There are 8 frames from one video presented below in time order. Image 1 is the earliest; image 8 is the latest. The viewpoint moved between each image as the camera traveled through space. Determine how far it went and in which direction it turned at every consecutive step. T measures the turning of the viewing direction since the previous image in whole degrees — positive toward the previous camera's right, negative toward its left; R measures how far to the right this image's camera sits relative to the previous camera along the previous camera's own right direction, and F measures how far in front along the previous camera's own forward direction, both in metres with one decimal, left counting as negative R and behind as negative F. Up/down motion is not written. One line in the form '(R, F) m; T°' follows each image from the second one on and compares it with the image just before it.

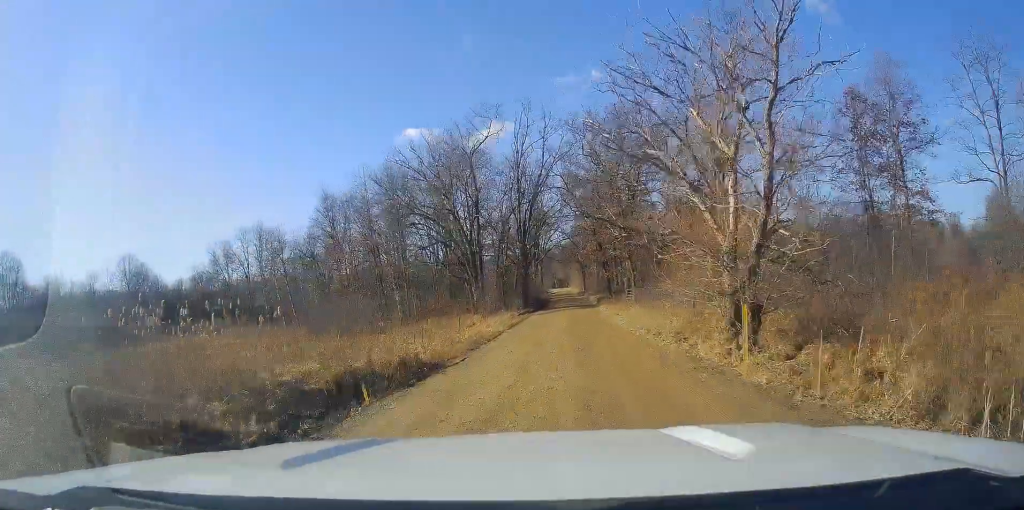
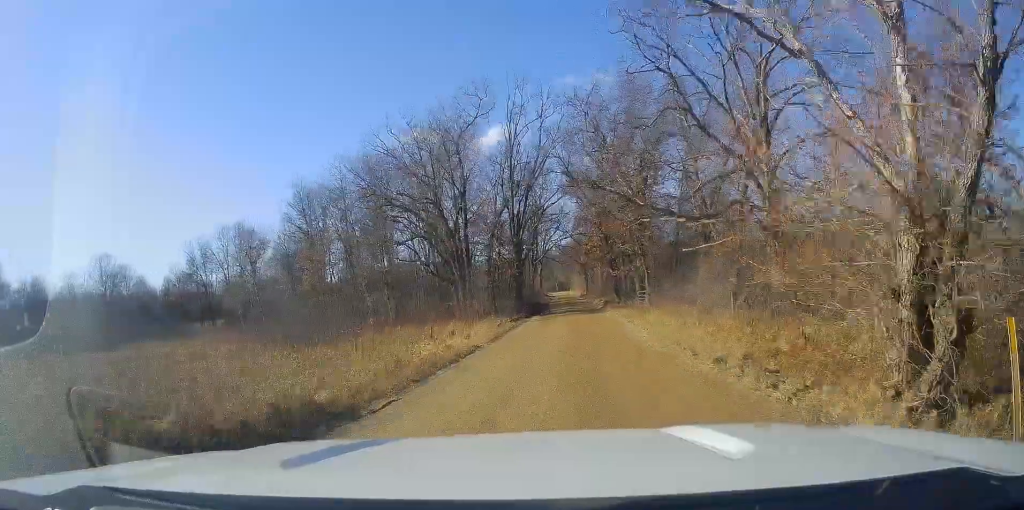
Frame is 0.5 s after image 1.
(+0.2, +8.5) m; 0°
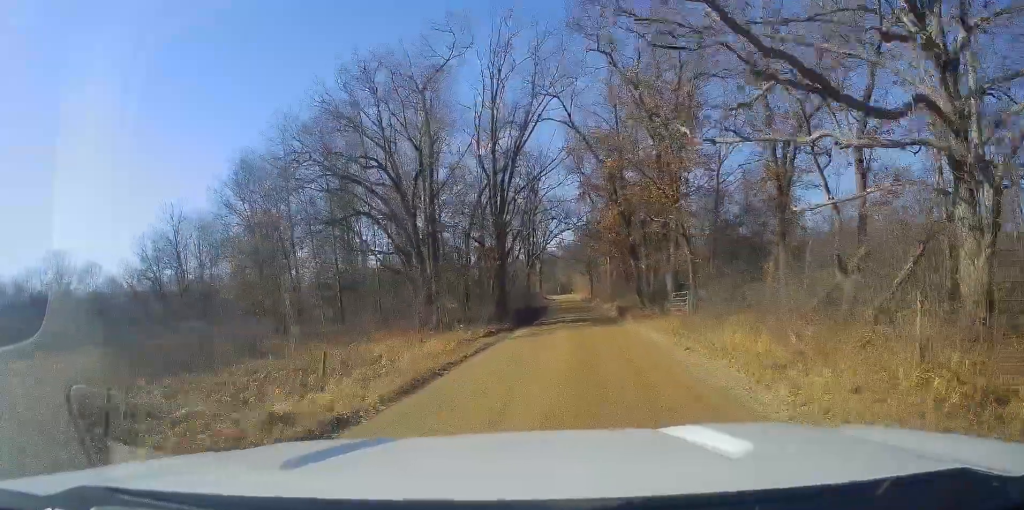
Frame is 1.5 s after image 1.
(0.0, +14.9) m; -1°
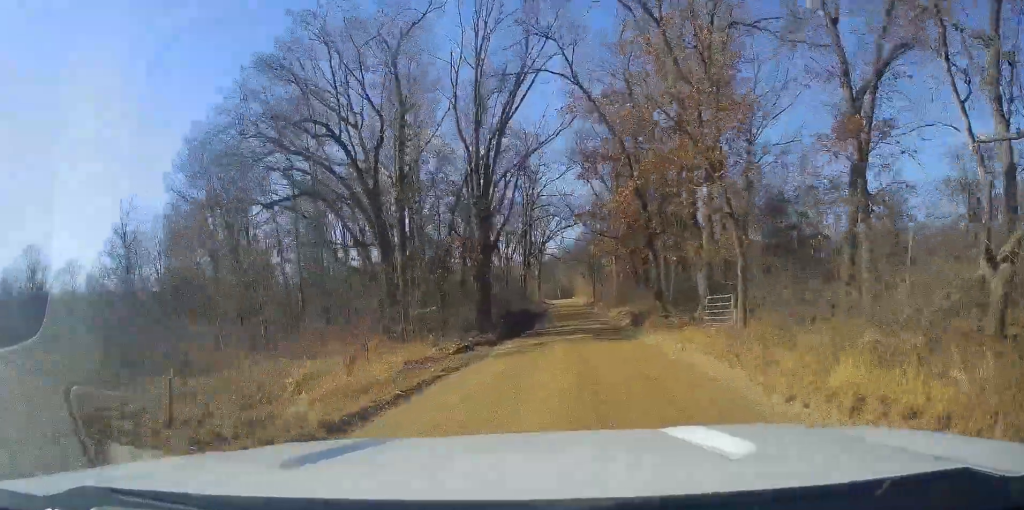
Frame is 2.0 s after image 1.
(0.0, +7.9) m; -1°
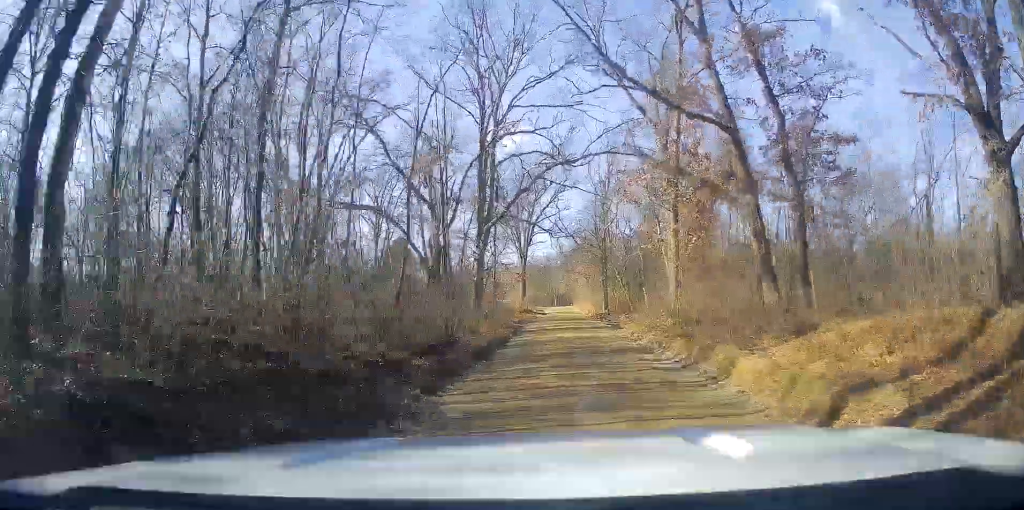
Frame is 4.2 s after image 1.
(-0.8, +34.9) m; -1°
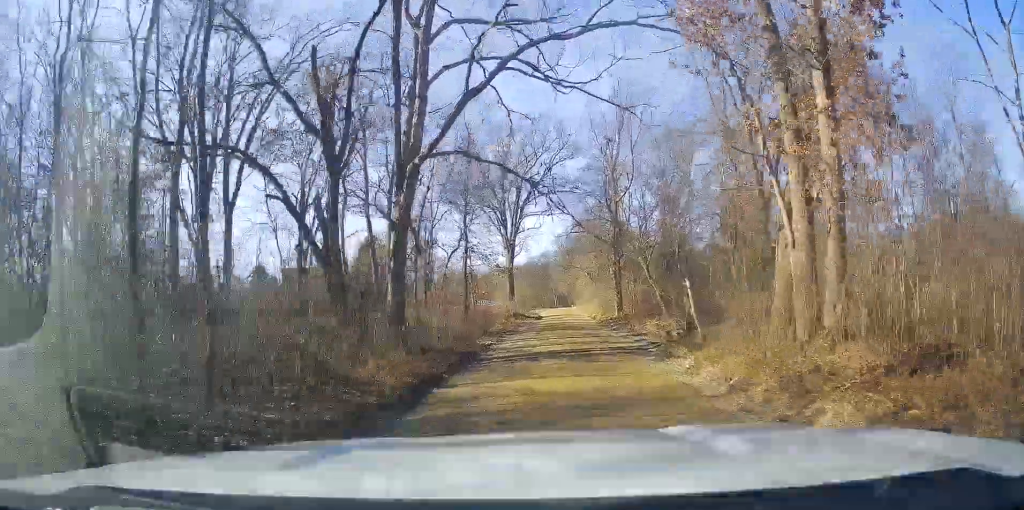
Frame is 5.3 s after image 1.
(+0.3, +16.5) m; 0°
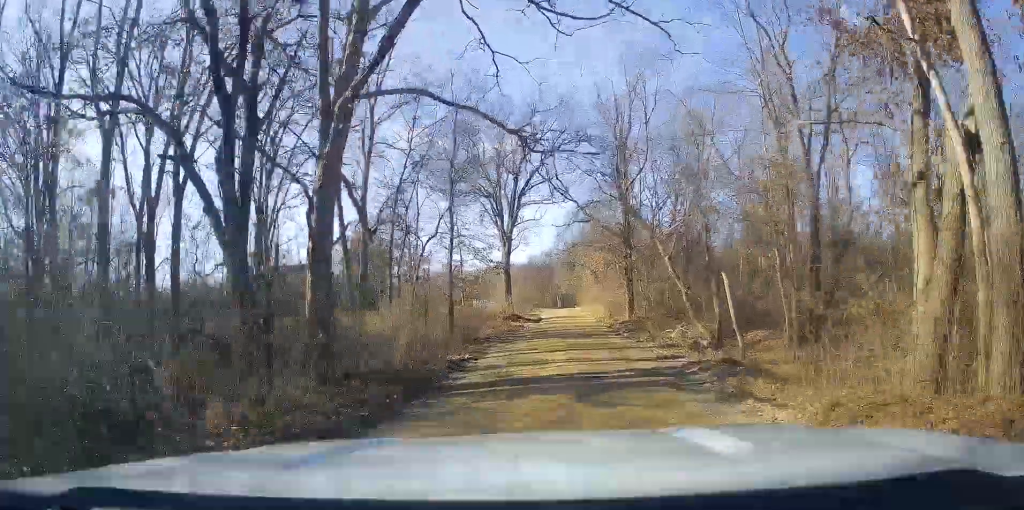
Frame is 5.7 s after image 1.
(+0.2, +6.4) m; -1°
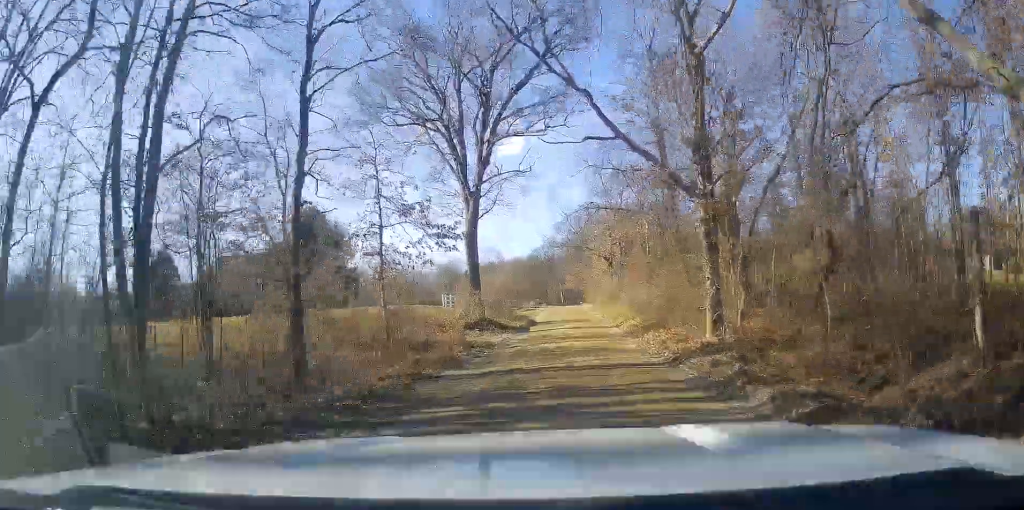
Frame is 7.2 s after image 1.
(-0.6, +21.8) m; -1°
